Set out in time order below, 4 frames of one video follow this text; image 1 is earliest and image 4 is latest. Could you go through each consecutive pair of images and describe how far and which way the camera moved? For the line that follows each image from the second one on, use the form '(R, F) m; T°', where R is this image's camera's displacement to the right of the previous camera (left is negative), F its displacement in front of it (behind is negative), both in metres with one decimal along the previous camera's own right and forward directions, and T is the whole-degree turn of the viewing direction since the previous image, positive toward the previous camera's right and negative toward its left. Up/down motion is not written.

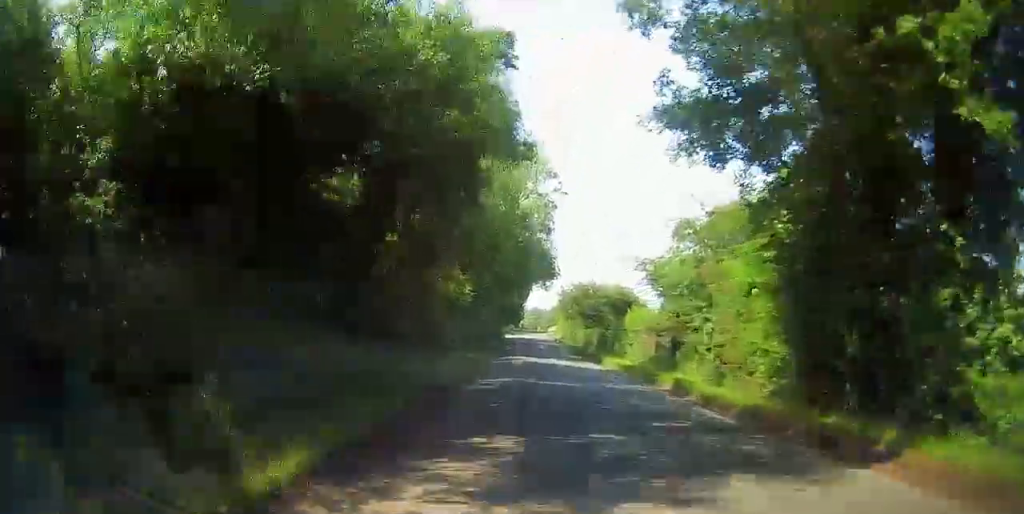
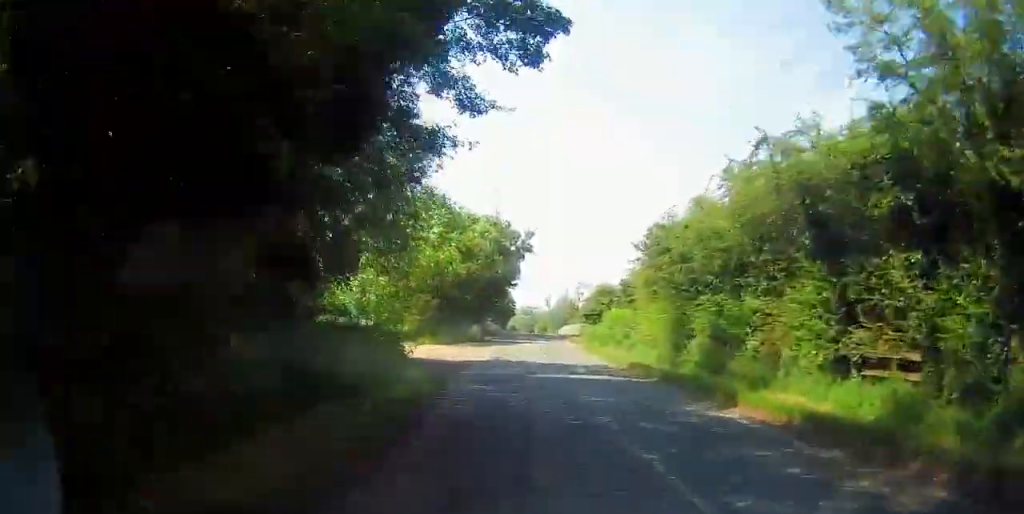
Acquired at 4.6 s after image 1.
(+5.1, +73.6) m; 0°
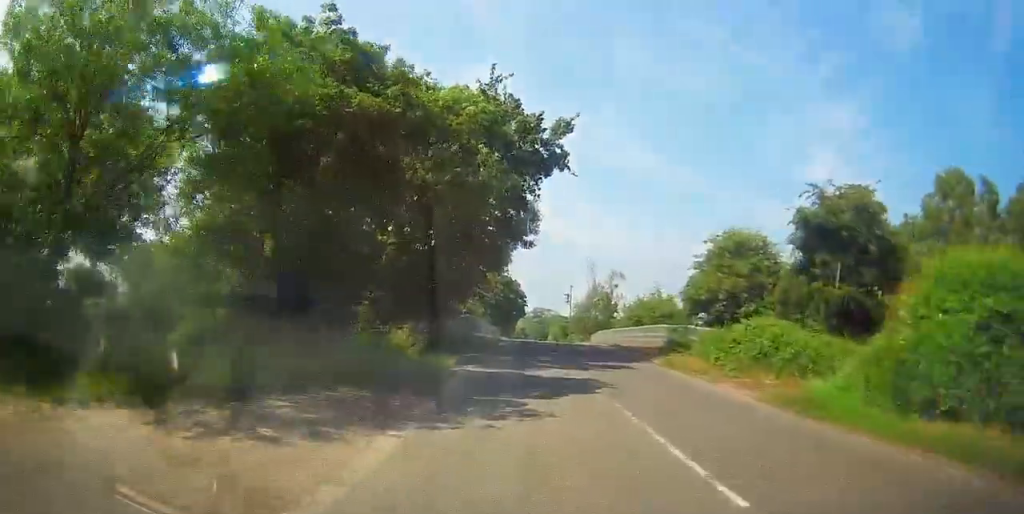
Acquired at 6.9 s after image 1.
(-0.1, +34.4) m; 0°
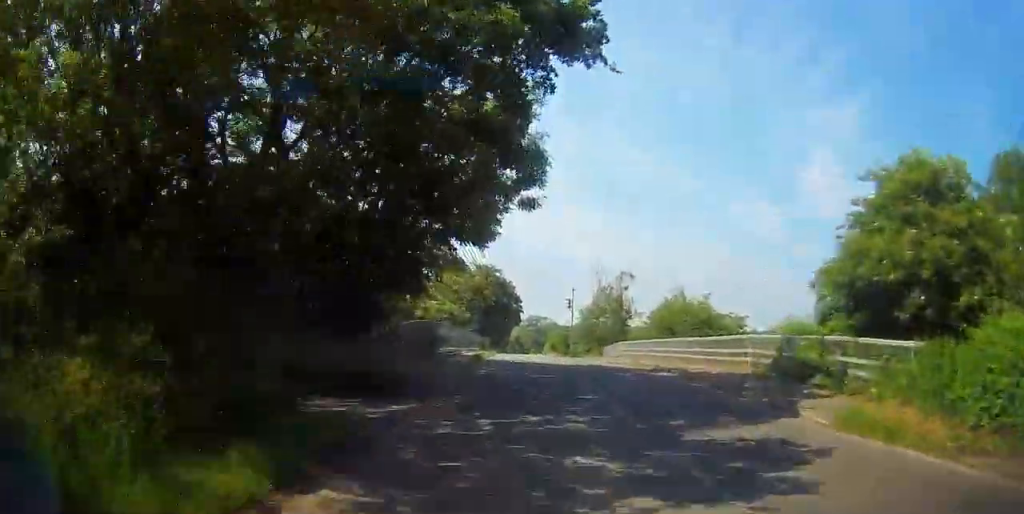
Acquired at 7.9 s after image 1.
(0.0, +12.6) m; 0°
